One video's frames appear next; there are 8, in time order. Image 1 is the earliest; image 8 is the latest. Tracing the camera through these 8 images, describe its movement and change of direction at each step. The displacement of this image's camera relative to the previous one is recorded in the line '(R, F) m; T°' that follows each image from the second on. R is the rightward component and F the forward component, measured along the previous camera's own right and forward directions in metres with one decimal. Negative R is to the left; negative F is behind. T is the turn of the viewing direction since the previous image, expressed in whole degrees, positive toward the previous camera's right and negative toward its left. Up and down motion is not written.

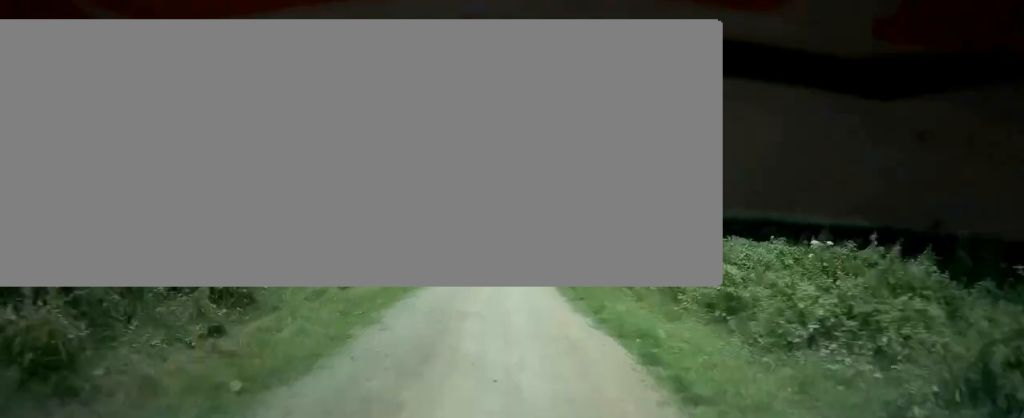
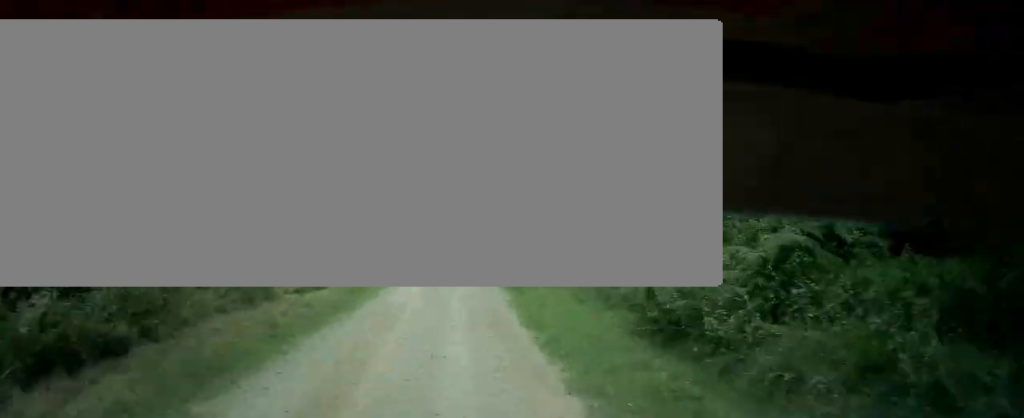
(-0.1, +20.0) m; -1°
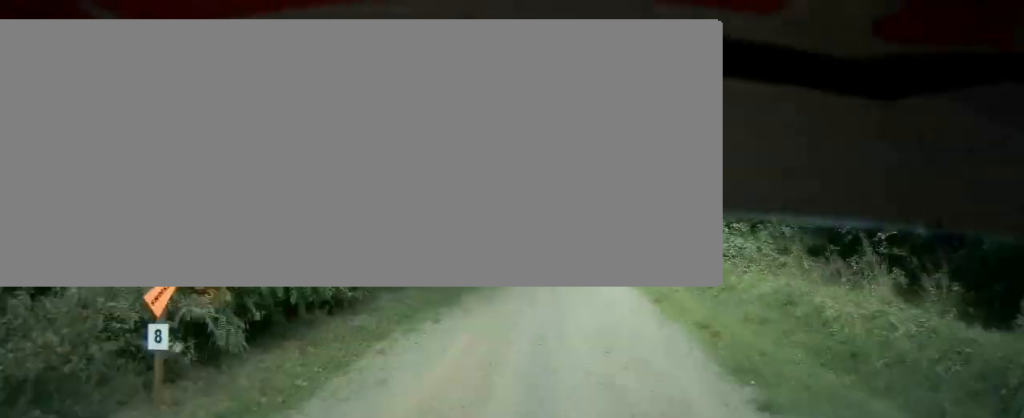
(-0.2, +24.0) m; 0°
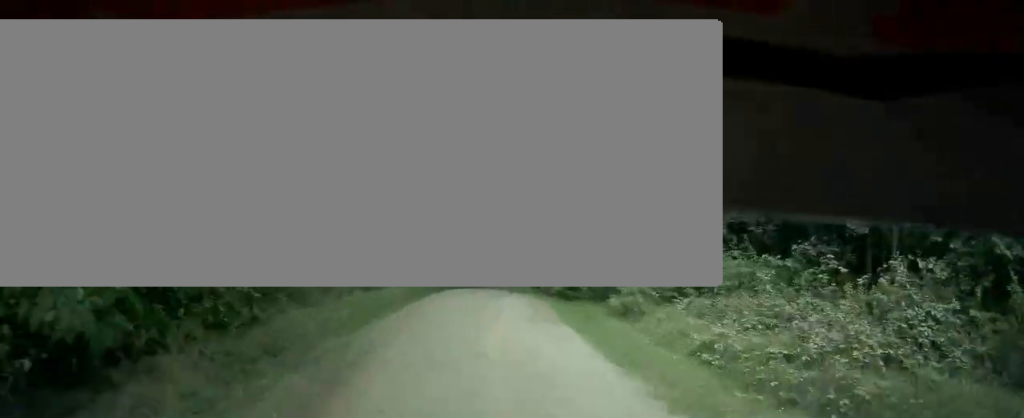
(-0.4, +17.1) m; +1°
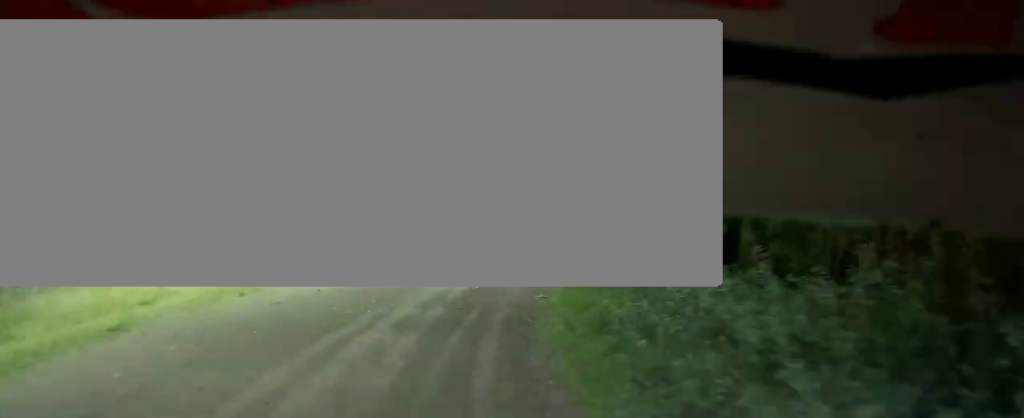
(+3.9, +47.2) m; +16°
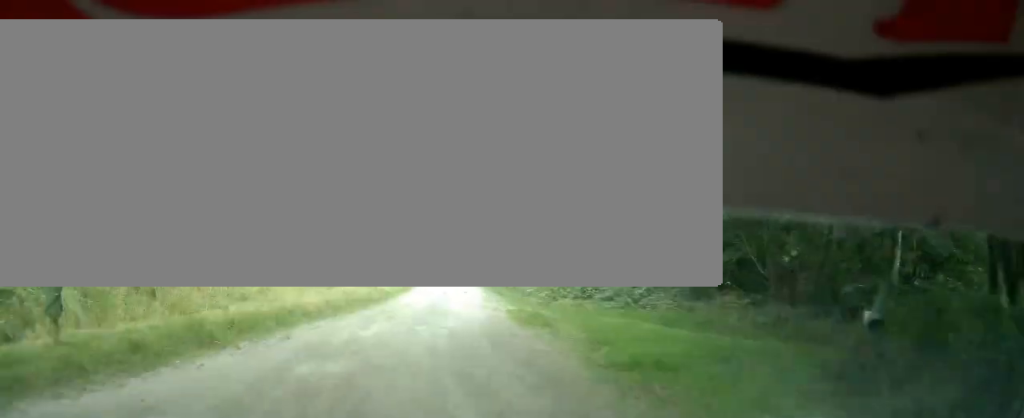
(+1.9, +23.3) m; +14°
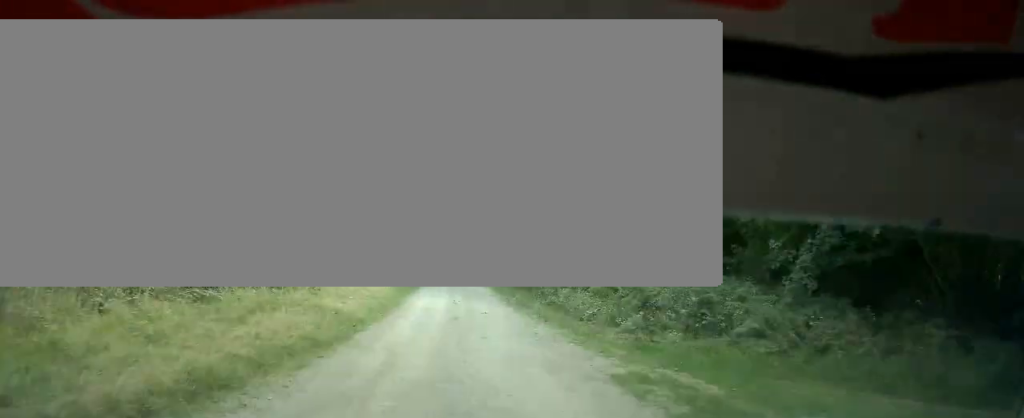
(+3.1, +11.1) m; +5°
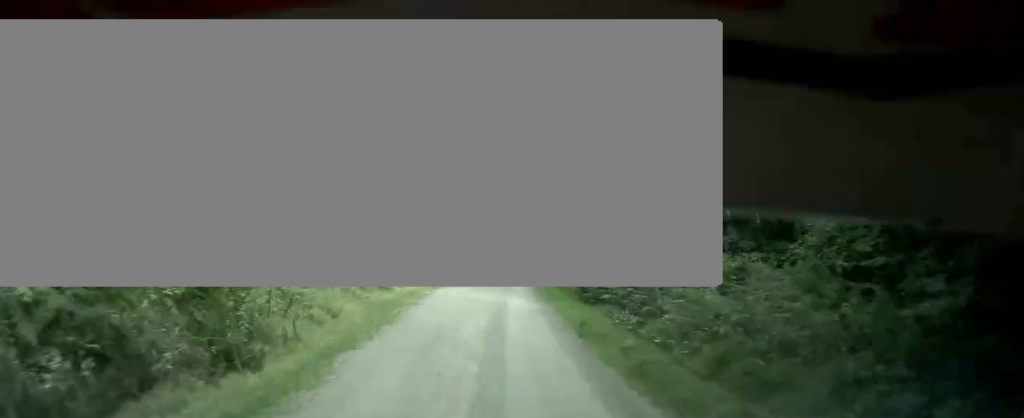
(+1.1, +40.5) m; +6°
